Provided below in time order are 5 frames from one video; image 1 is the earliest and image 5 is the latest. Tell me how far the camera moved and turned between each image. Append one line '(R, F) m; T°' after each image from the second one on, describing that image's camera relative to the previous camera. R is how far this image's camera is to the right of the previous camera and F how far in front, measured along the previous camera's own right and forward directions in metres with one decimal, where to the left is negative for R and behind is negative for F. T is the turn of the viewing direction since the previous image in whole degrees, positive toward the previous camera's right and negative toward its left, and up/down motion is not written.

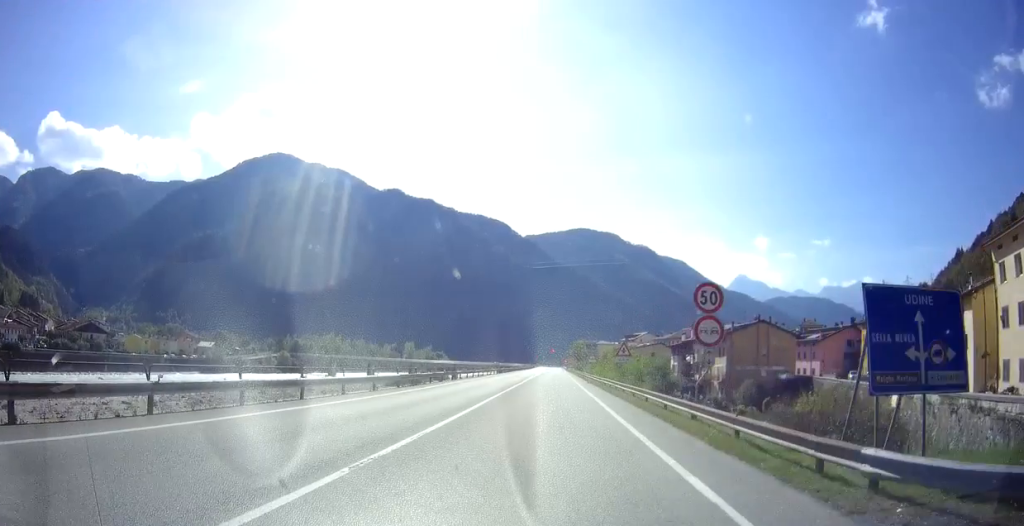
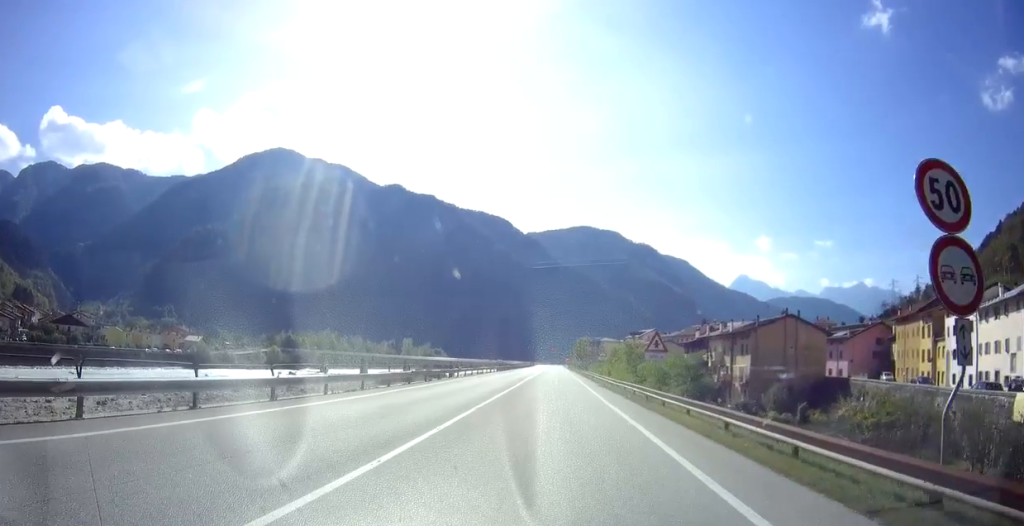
(0.0, +9.5) m; 0°
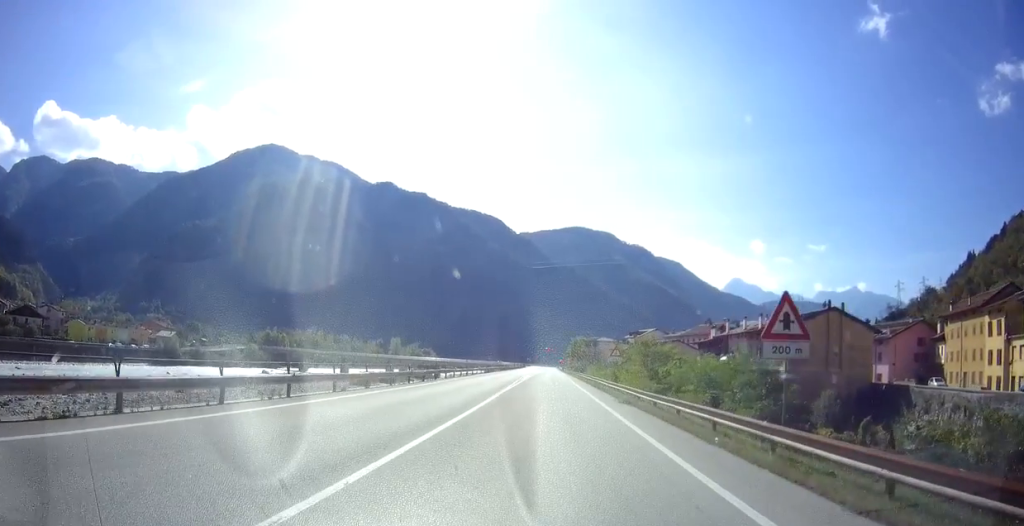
(0.0, +13.6) m; +1°
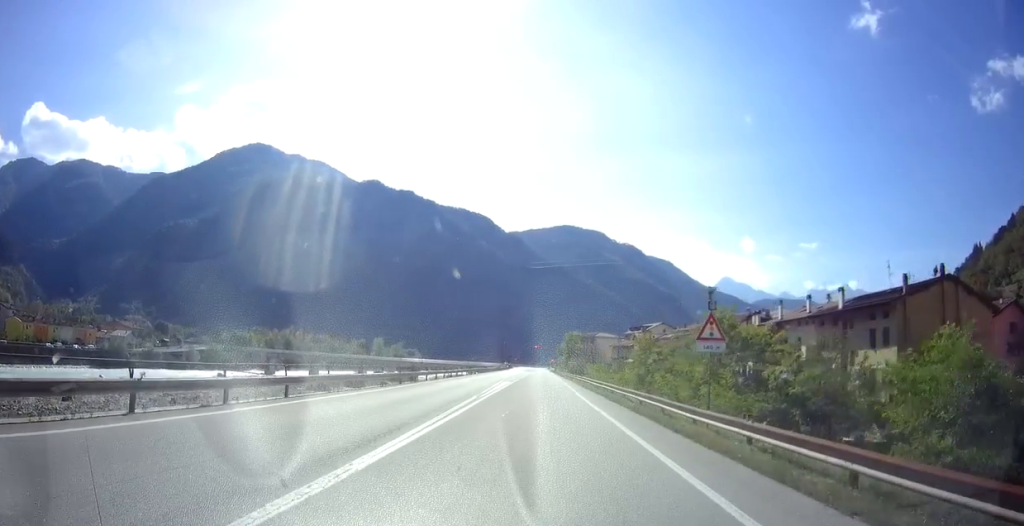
(+0.1, +21.4) m; 0°
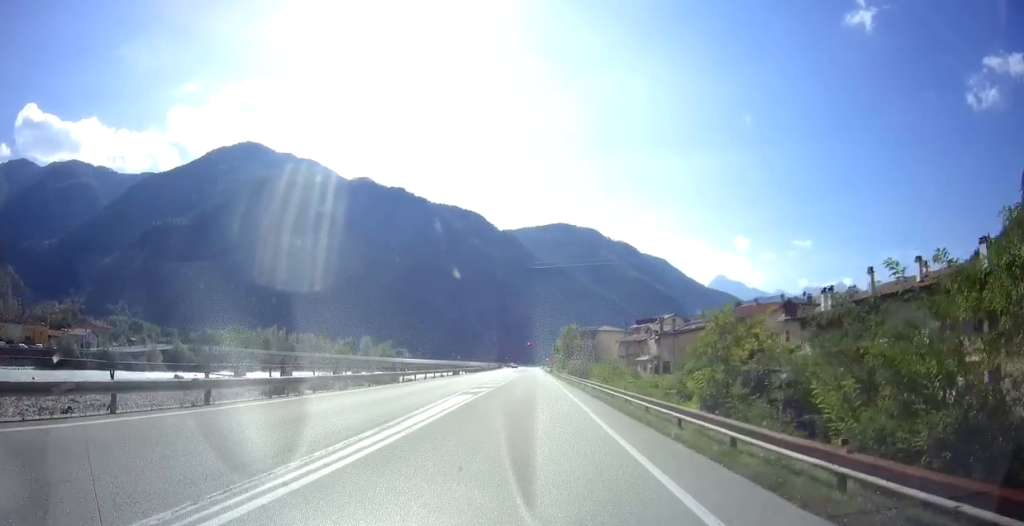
(0.0, +19.3) m; +1°
